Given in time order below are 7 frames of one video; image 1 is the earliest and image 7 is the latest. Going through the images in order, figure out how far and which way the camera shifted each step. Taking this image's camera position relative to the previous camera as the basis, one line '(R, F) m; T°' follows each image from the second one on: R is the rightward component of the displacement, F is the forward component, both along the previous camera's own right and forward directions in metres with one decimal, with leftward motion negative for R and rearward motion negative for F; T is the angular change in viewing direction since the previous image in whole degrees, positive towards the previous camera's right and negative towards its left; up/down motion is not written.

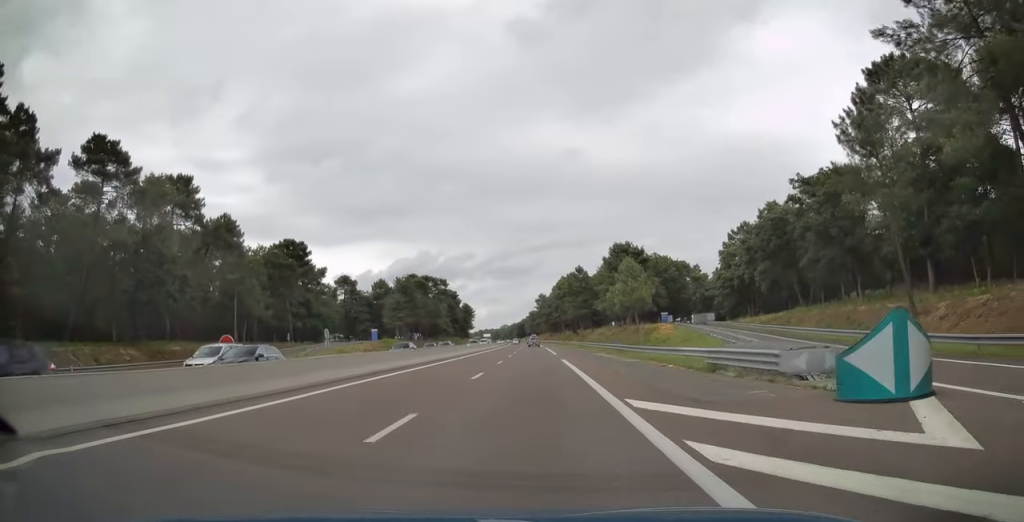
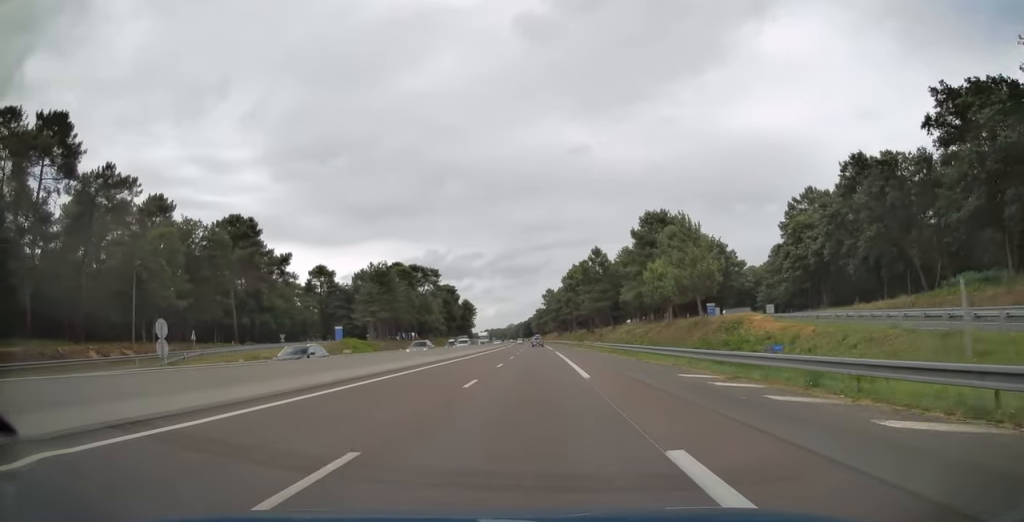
(-0.1, +29.5) m; -1°
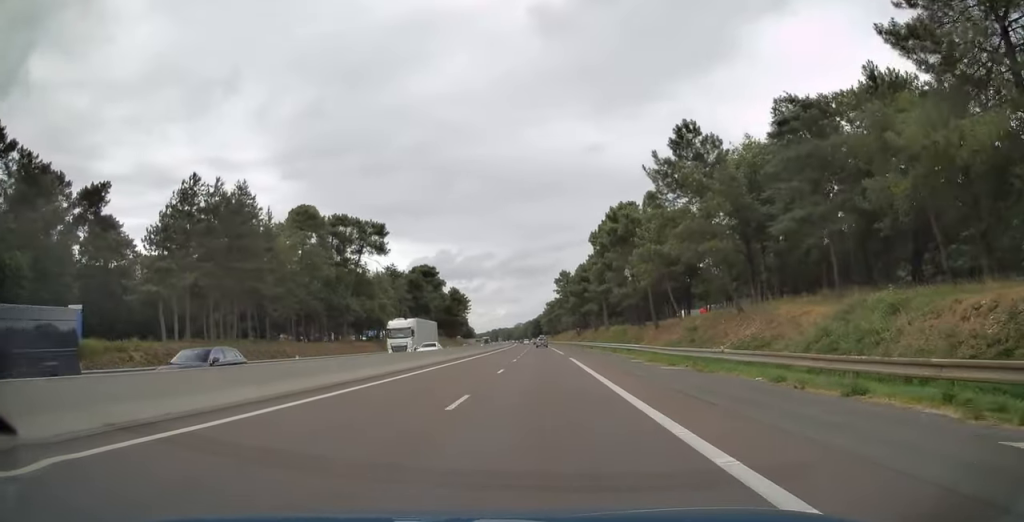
(-0.7, +70.2) m; -1°
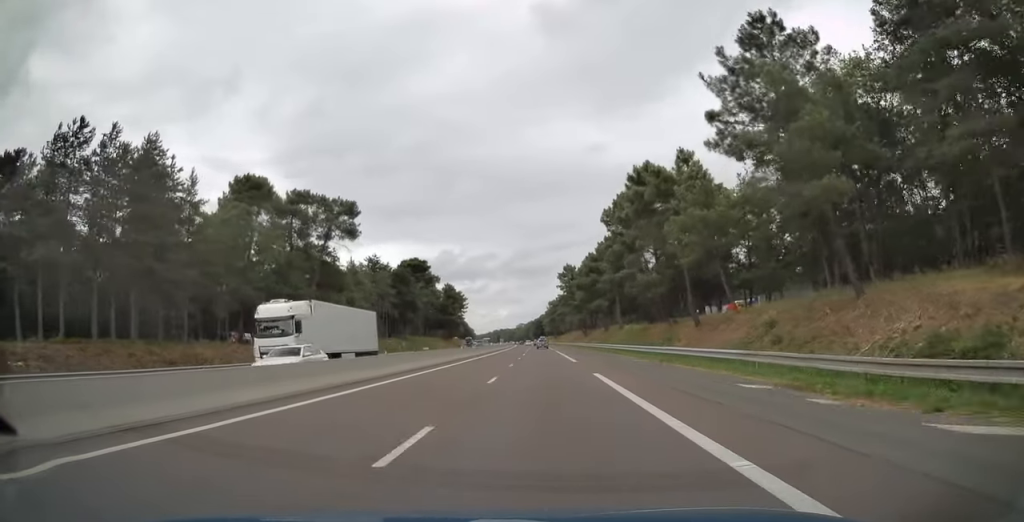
(-0.1, +18.2) m; 0°
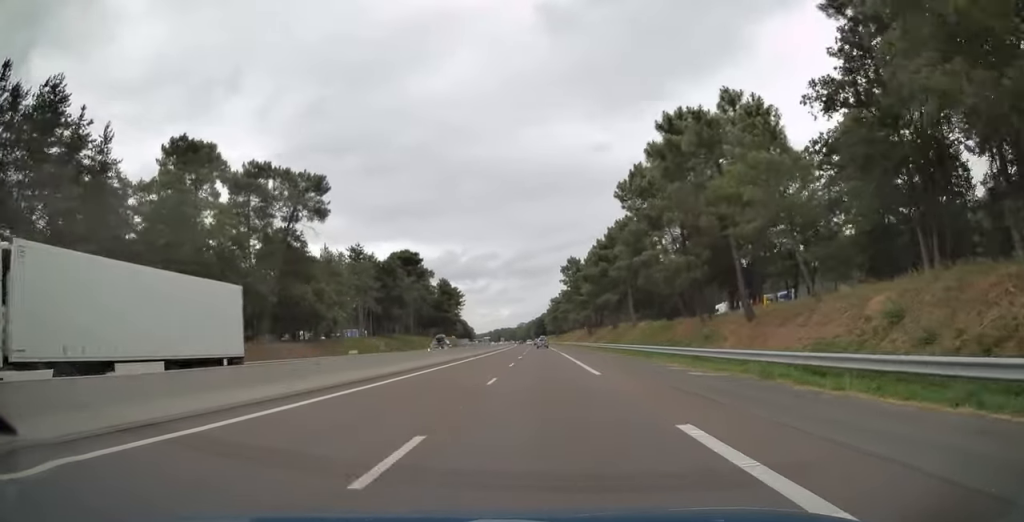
(0.0, +14.0) m; 0°
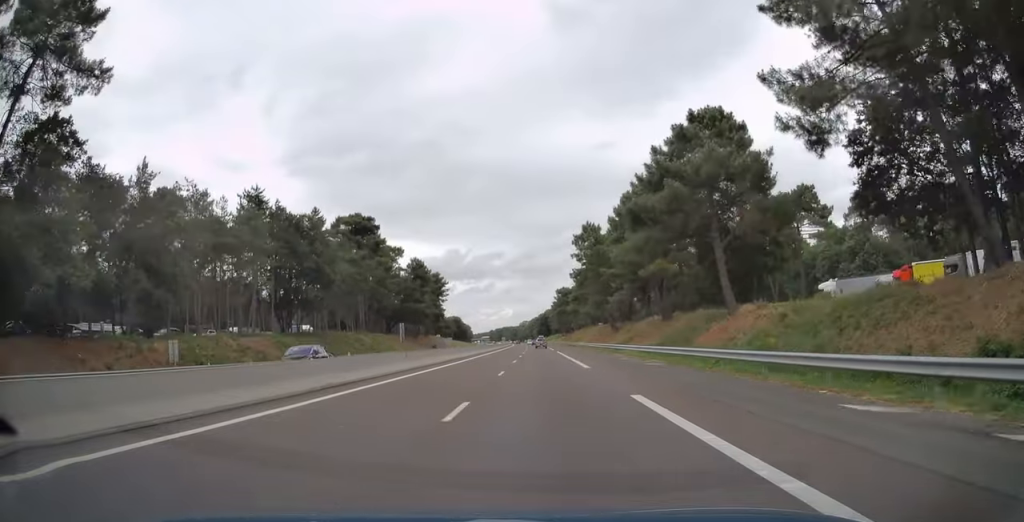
(0.0, +47.3) m; 0°
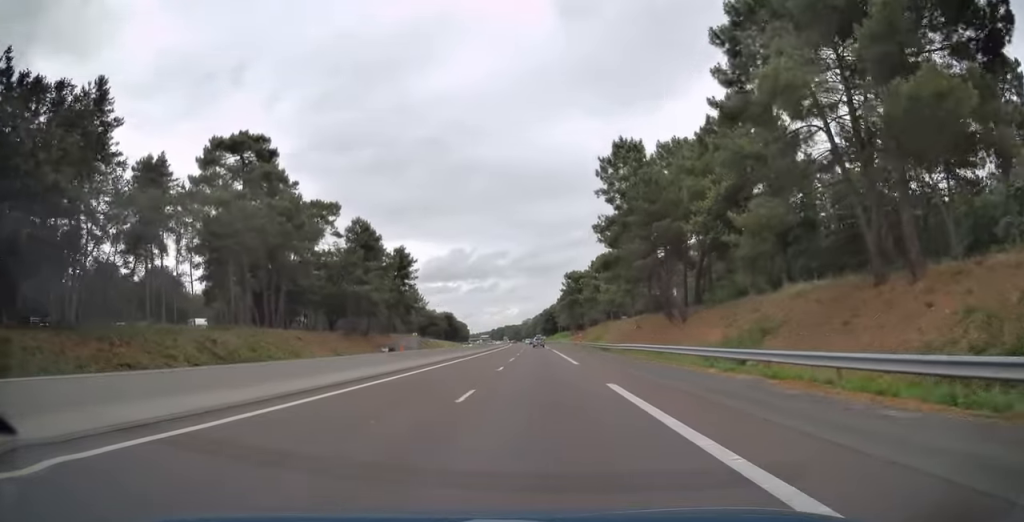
(-0.4, +49.0) m; -1°
